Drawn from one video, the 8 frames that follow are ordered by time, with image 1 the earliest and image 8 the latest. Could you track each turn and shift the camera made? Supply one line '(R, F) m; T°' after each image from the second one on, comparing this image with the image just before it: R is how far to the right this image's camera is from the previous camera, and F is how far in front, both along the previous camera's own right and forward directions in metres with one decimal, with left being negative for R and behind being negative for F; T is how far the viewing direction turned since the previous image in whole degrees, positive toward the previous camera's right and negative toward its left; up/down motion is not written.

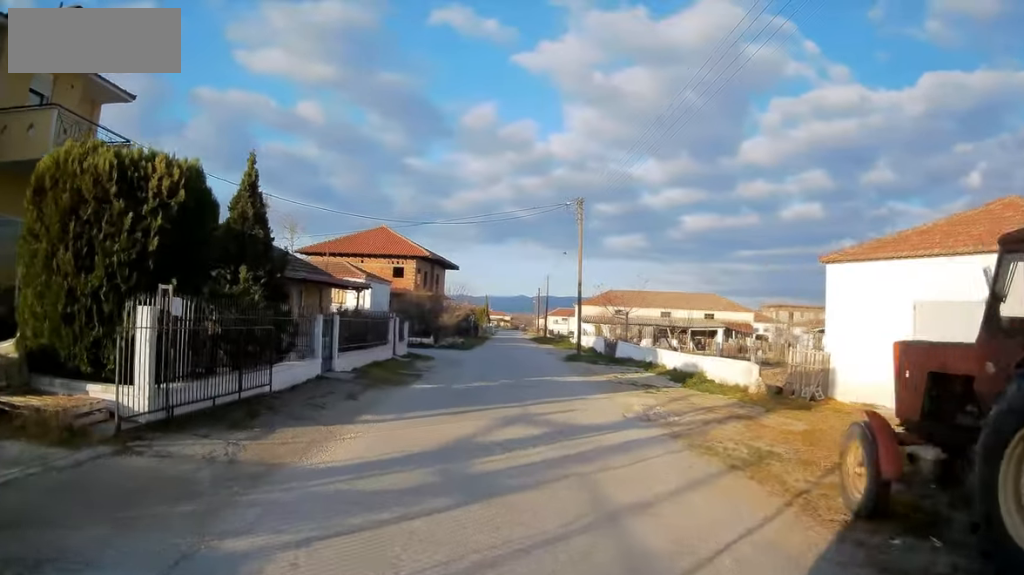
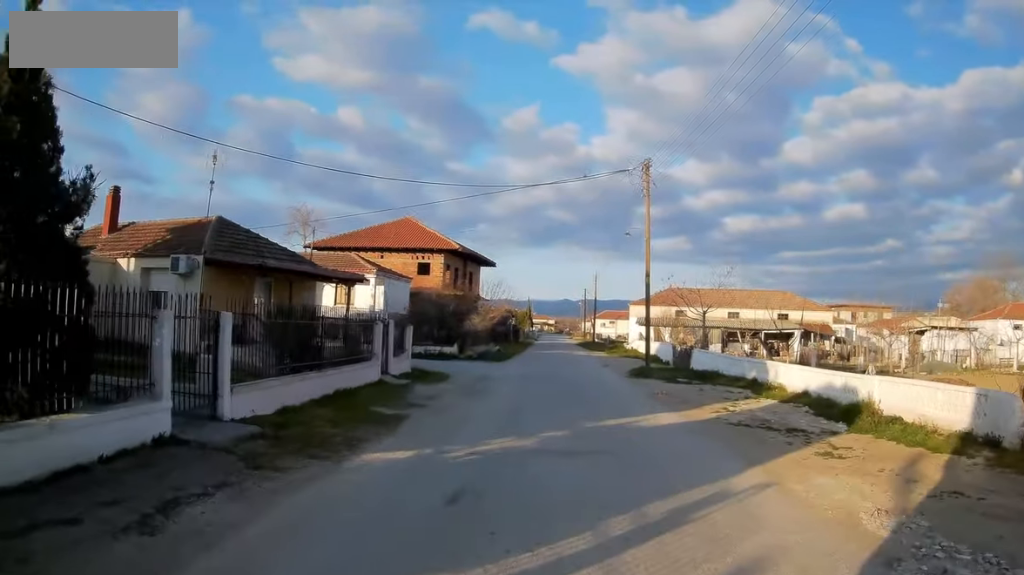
(-0.6, +7.9) m; -4°
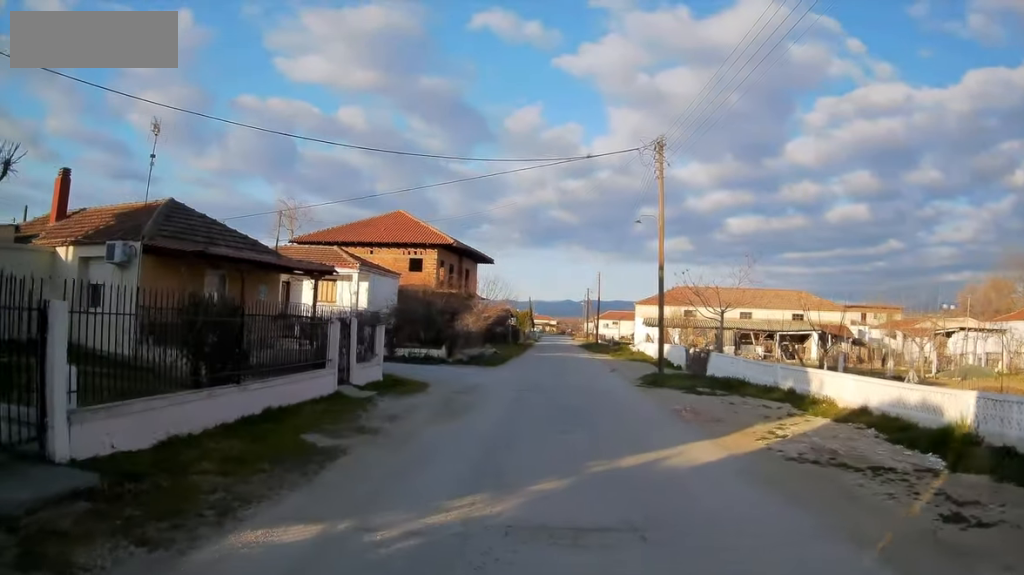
(0.0, +2.9) m; +2°
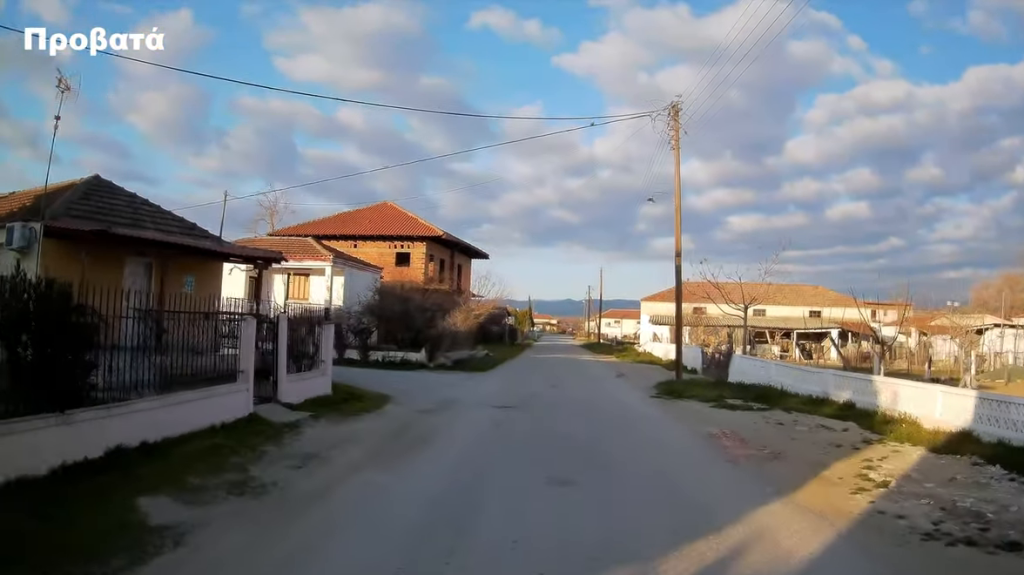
(-0.1, +3.3) m; +4°
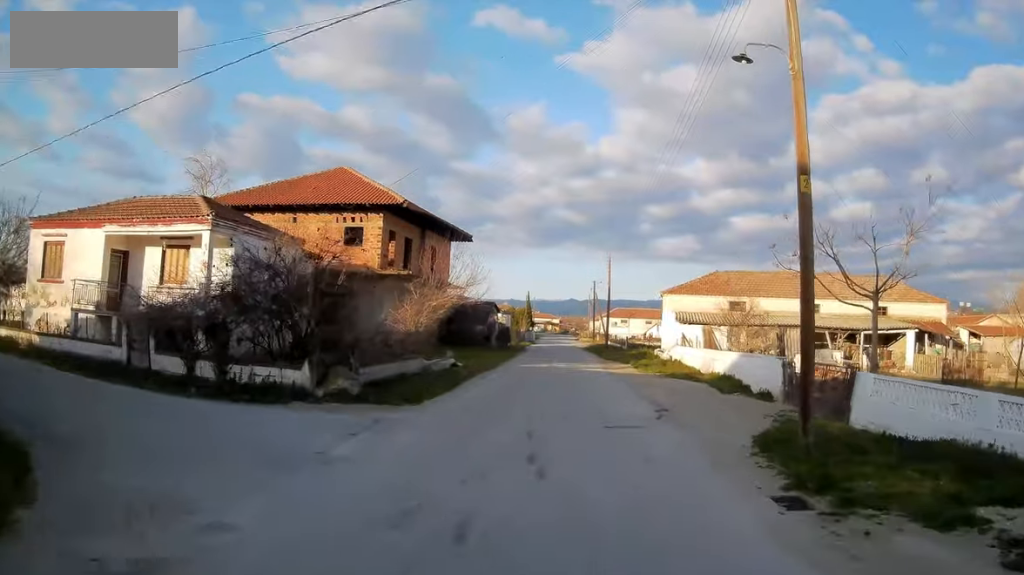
(+0.4, +8.6) m; +1°
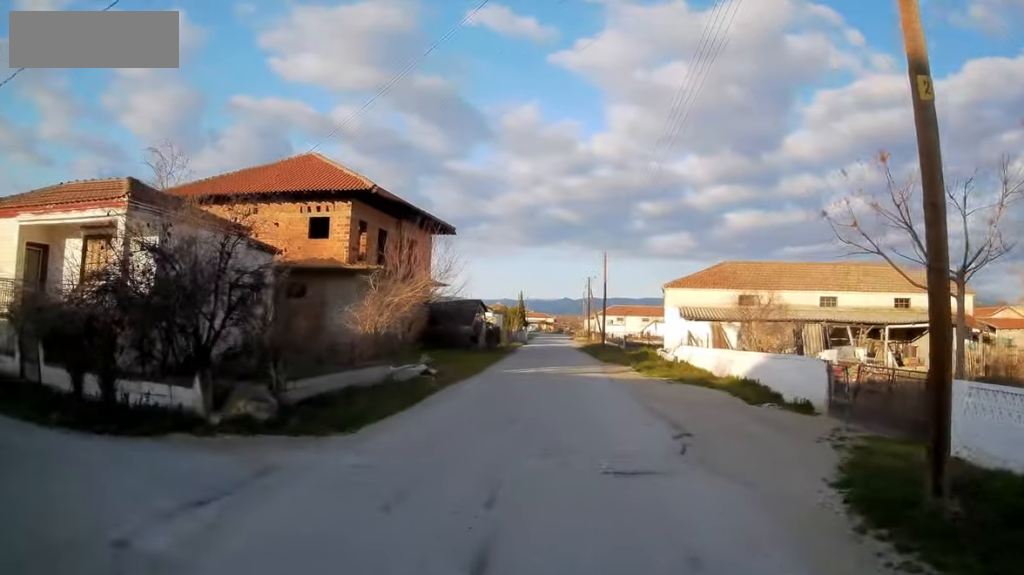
(0.0, +3.2) m; +2°
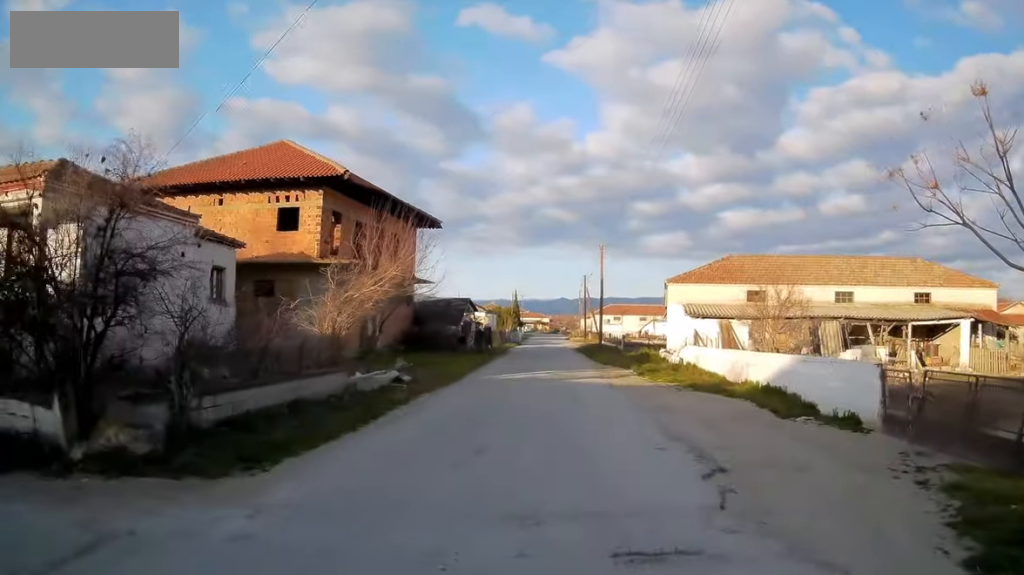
(0.0, +2.6) m; +3°
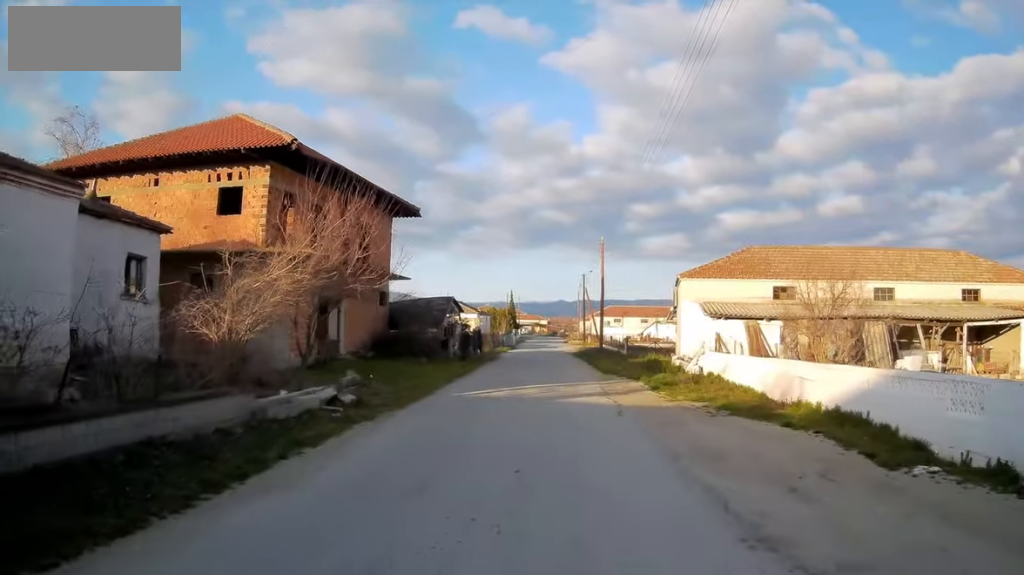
(+0.3, +4.7) m; +2°
